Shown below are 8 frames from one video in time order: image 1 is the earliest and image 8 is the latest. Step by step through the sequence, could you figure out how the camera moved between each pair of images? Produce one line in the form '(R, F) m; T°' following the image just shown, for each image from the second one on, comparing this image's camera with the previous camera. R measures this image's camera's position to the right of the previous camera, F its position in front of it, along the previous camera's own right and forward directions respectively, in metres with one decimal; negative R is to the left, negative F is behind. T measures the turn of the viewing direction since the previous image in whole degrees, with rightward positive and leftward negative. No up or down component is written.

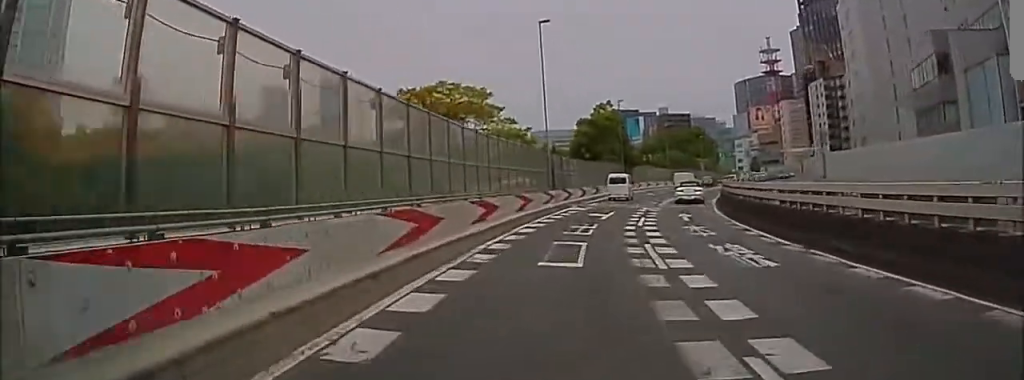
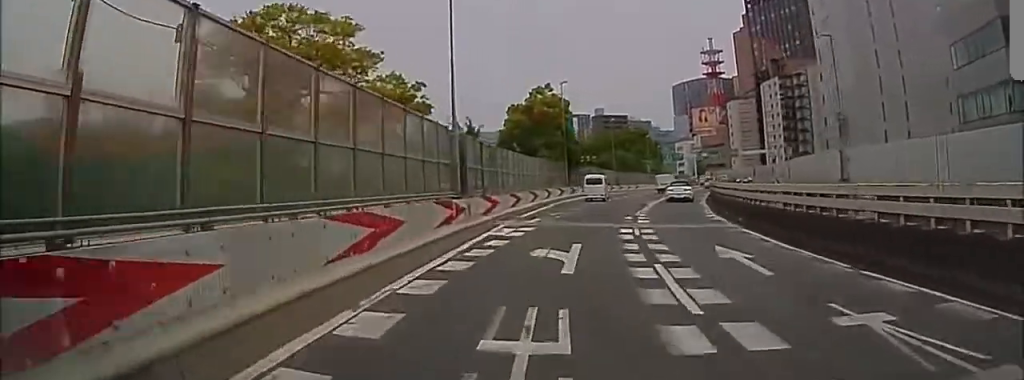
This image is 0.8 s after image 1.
(+1.1, +13.4) m; +9°
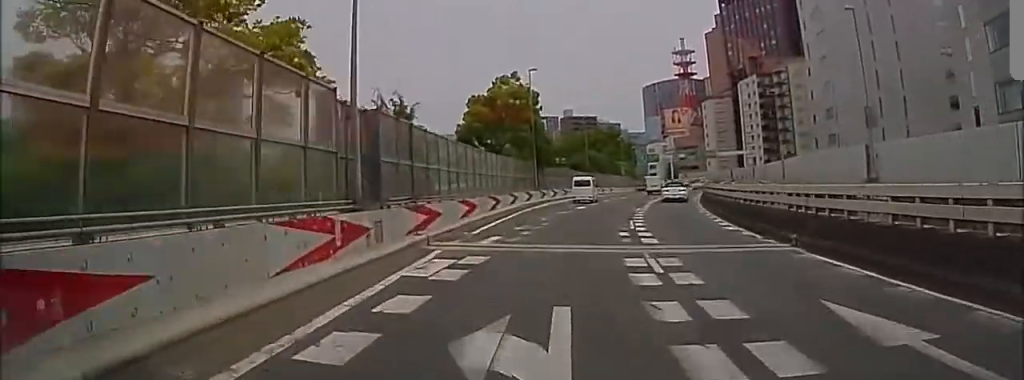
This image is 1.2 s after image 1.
(+0.2, +7.3) m; +6°
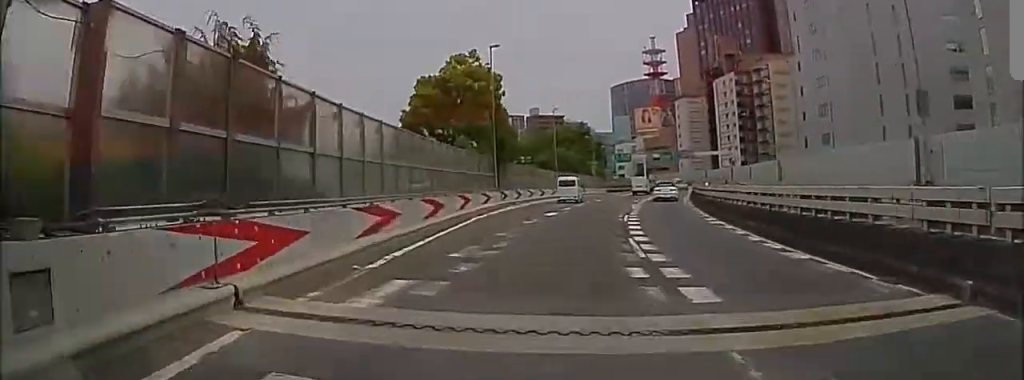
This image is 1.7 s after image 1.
(+0.8, +7.6) m; +2°
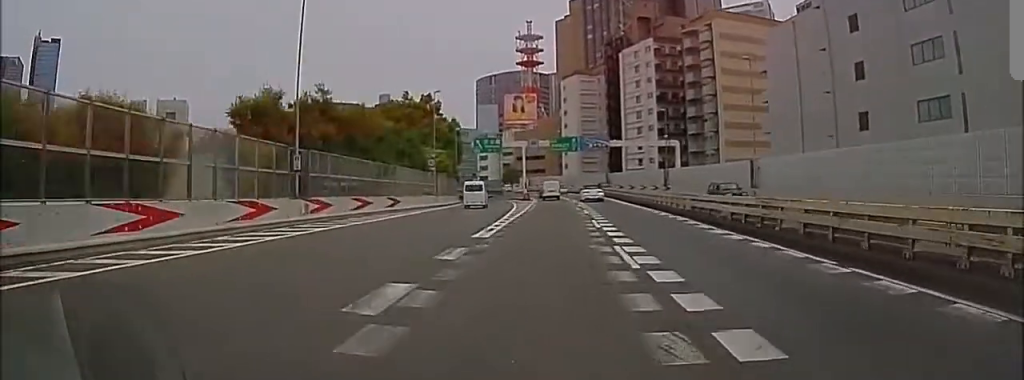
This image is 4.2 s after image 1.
(-2.8, +43.9) m; +10°
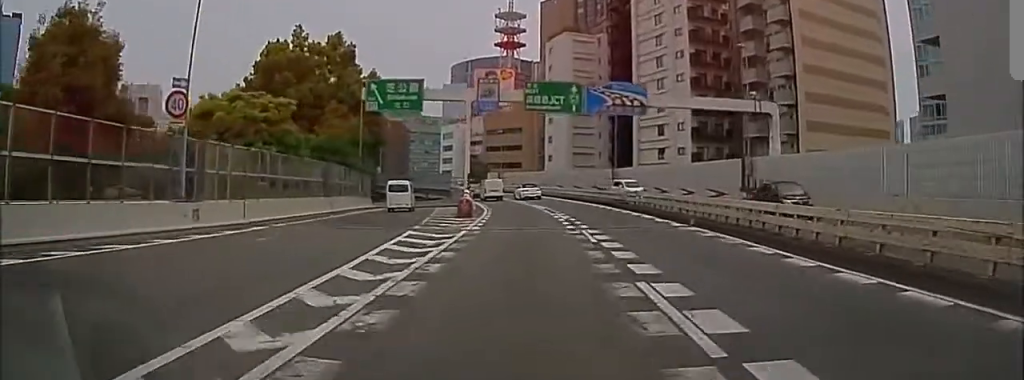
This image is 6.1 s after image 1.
(-0.1, +37.0) m; -1°
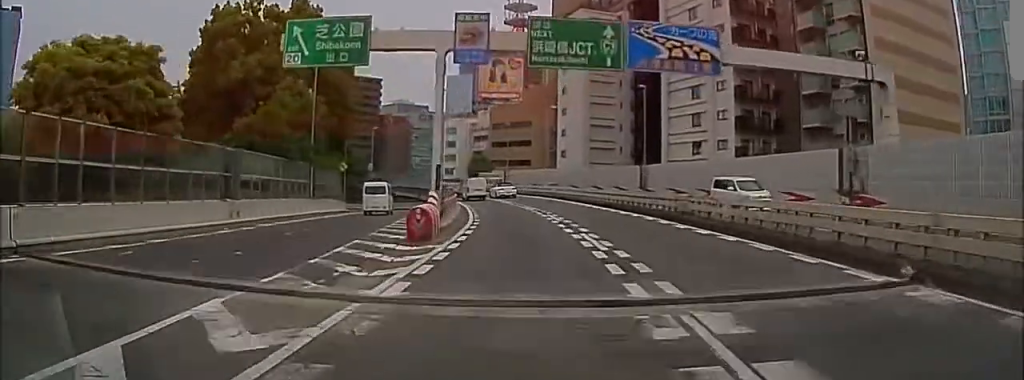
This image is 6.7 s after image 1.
(+3.6, +11.4) m; -1°
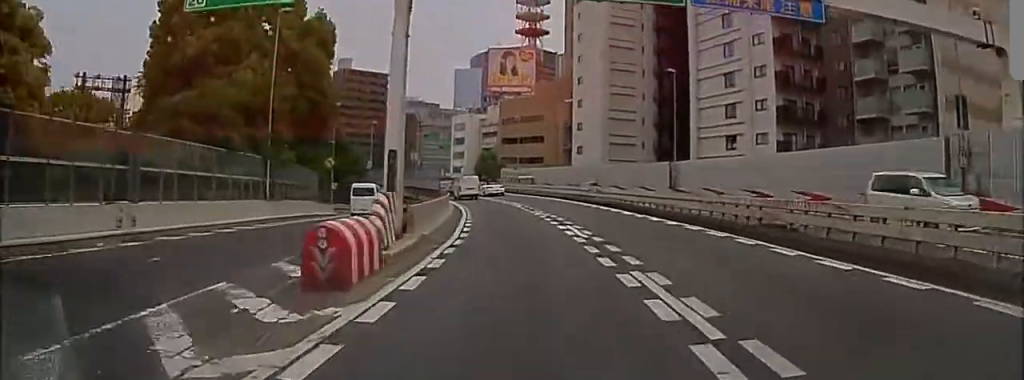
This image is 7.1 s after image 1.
(+2.8, +7.1) m; -1°
